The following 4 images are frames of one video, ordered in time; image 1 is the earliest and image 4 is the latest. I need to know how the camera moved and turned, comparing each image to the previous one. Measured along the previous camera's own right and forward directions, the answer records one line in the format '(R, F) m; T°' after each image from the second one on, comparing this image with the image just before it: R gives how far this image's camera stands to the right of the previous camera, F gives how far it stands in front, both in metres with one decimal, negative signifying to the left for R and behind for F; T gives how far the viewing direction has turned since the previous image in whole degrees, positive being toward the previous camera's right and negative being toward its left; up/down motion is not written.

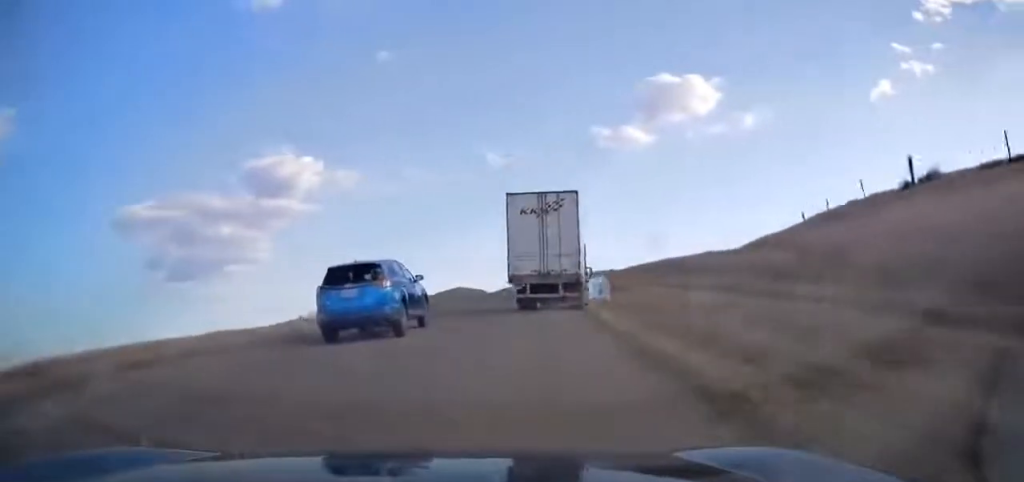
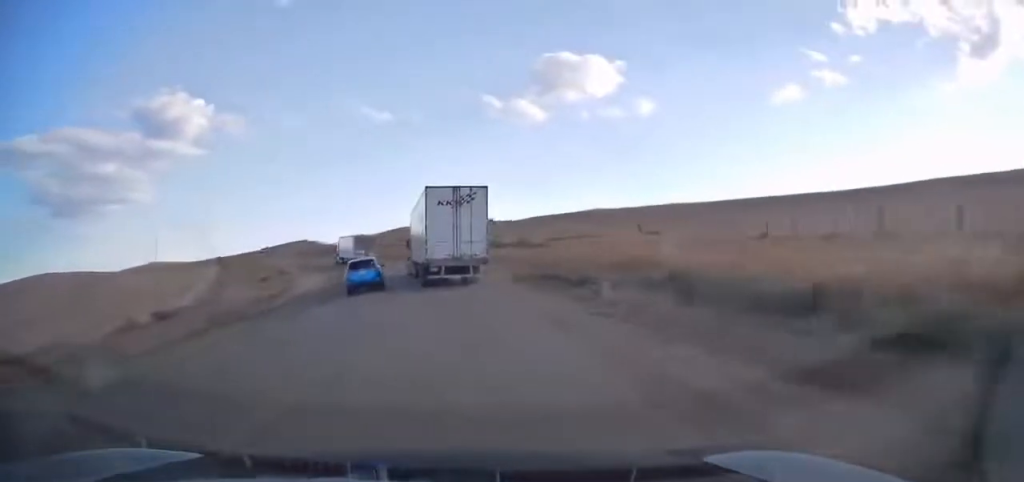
(+17.8, +91.9) m; +12°
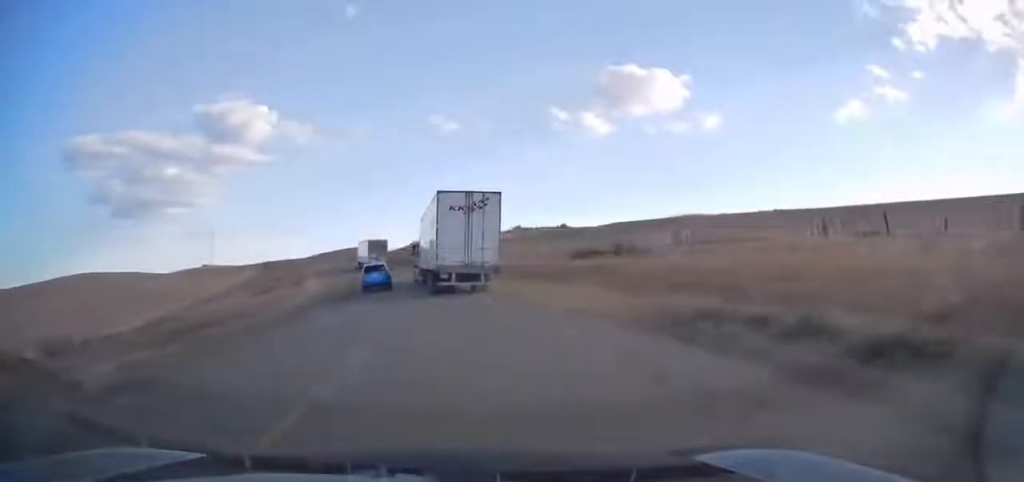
(-1.2, +20.4) m; -7°
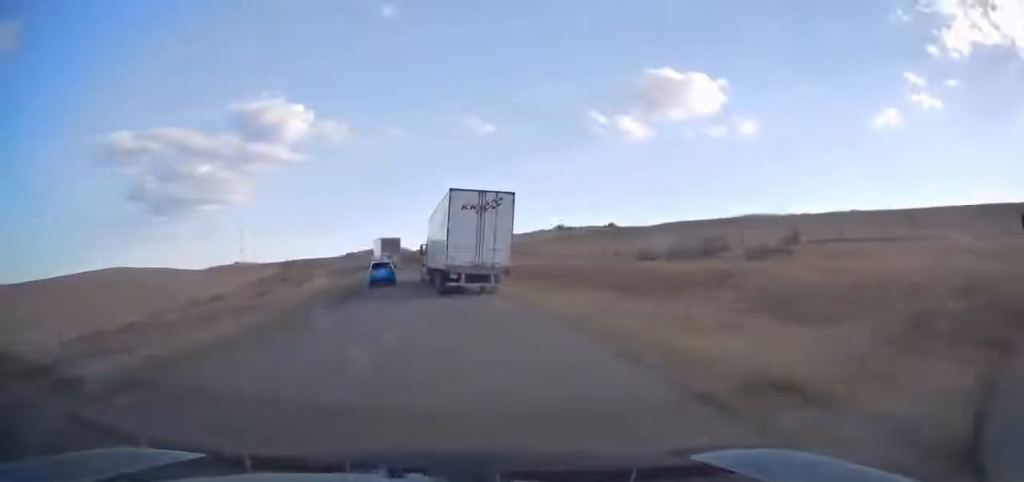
(-0.7, +11.7) m; -3°
